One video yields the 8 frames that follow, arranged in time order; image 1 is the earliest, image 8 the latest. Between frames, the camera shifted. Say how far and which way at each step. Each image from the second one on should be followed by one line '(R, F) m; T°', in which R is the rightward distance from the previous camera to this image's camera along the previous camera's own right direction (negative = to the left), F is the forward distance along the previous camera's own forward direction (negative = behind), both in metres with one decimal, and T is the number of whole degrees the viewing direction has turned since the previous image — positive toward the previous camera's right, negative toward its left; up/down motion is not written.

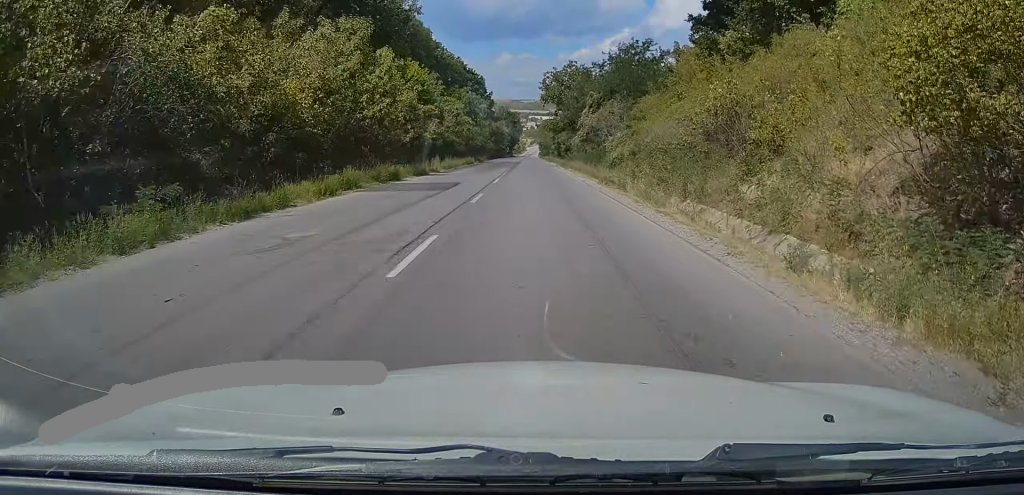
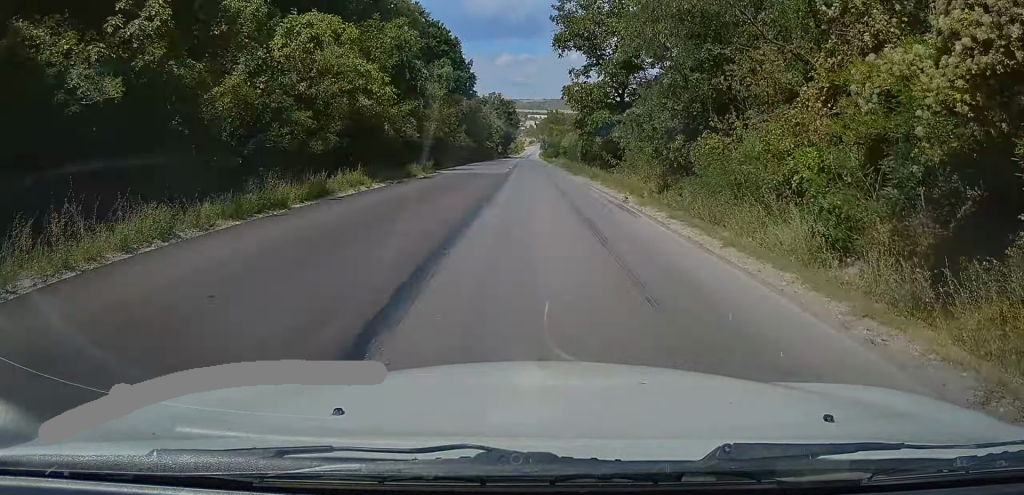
(-0.7, +45.2) m; -1°
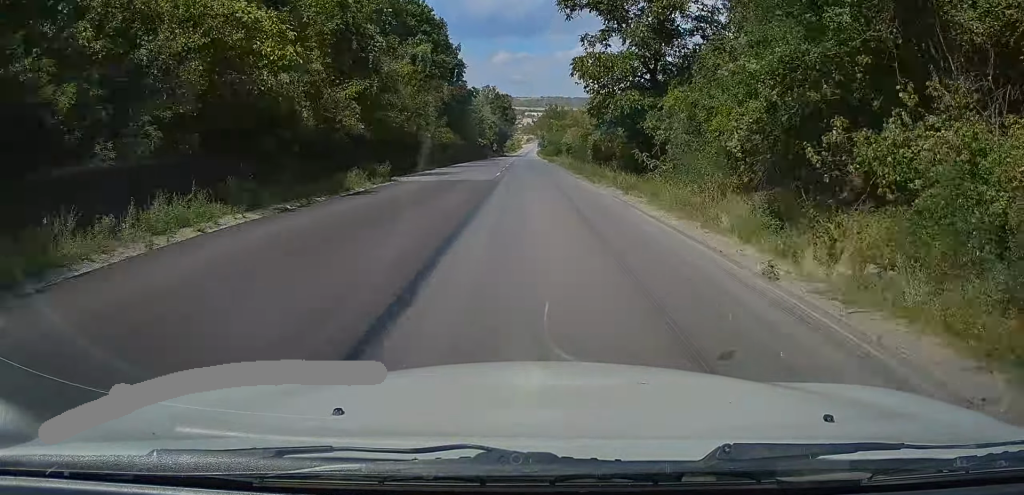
(-0.1, +11.2) m; +1°
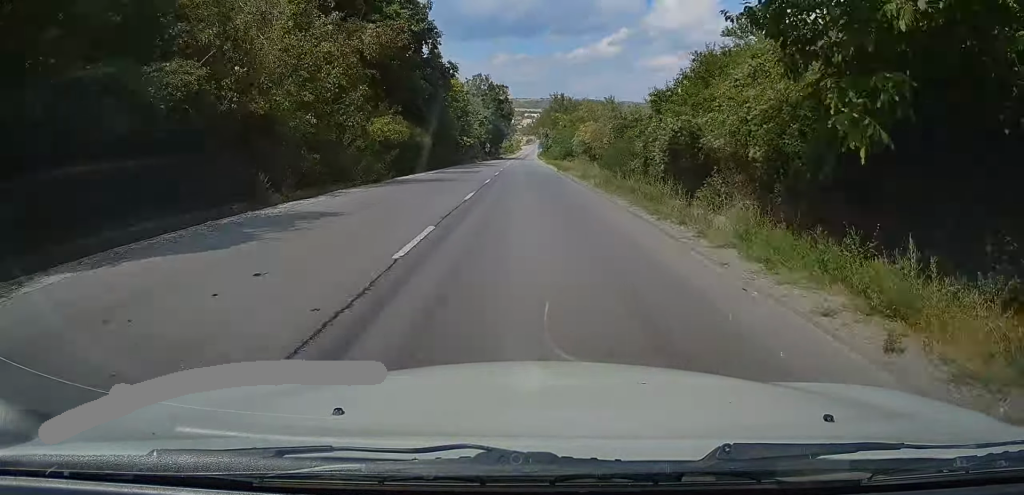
(+0.5, +22.6) m; 0°
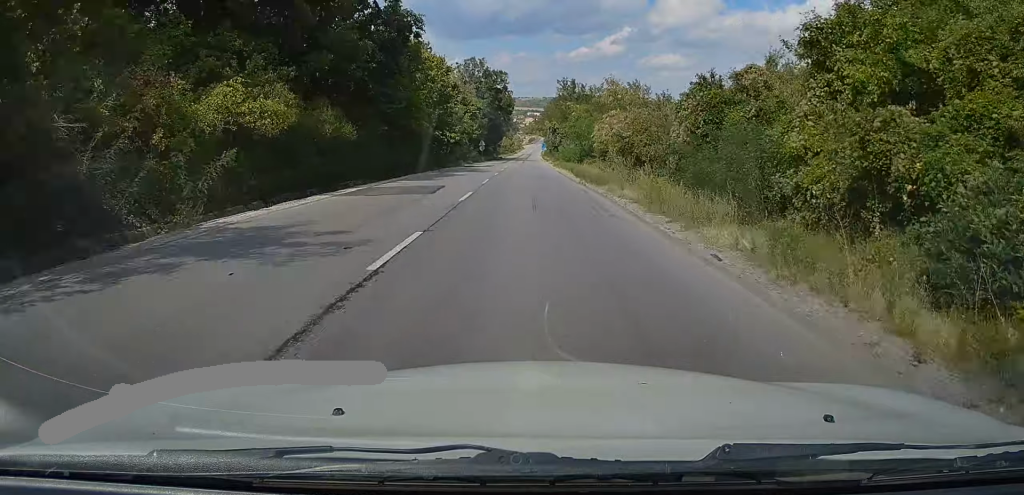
(-0.3, +18.6) m; 0°
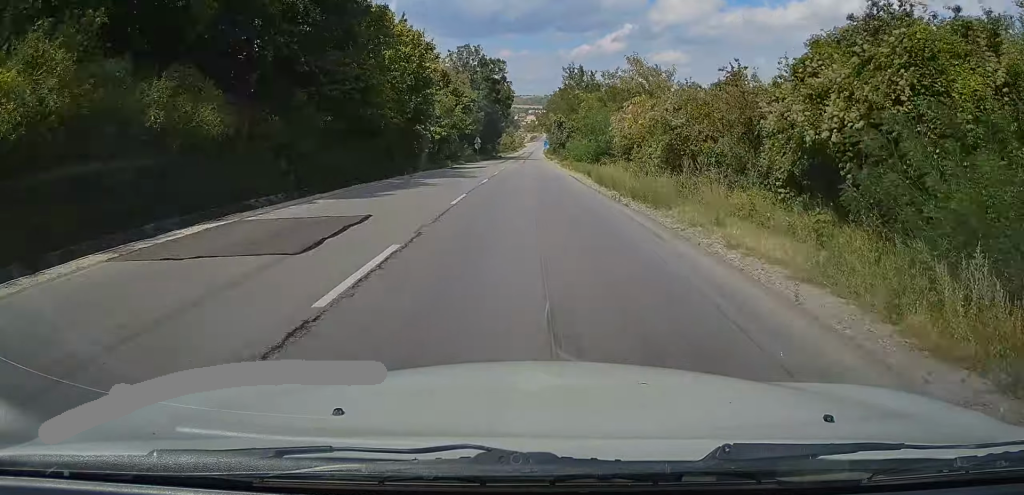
(-0.1, +10.6) m; 0°
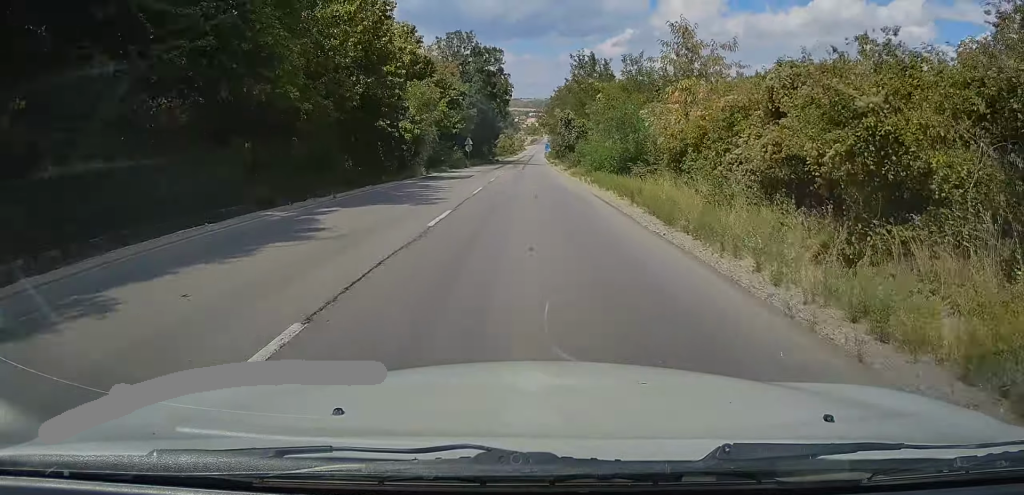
(+0.1, +12.3) m; 0°
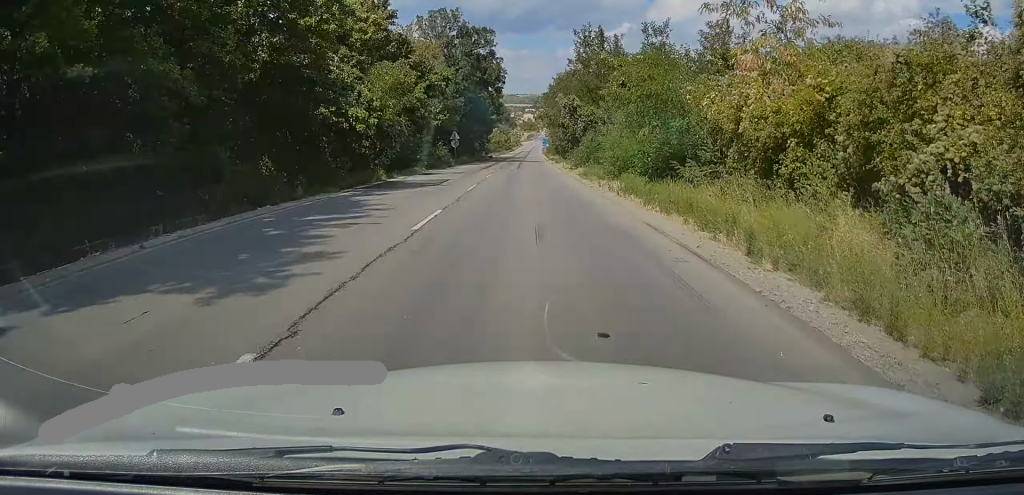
(0.0, +9.8) m; 0°
